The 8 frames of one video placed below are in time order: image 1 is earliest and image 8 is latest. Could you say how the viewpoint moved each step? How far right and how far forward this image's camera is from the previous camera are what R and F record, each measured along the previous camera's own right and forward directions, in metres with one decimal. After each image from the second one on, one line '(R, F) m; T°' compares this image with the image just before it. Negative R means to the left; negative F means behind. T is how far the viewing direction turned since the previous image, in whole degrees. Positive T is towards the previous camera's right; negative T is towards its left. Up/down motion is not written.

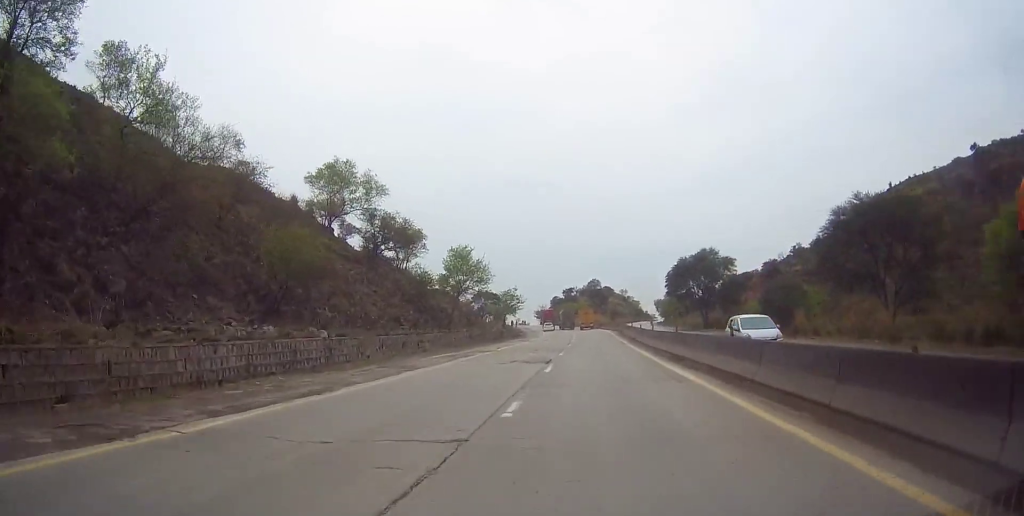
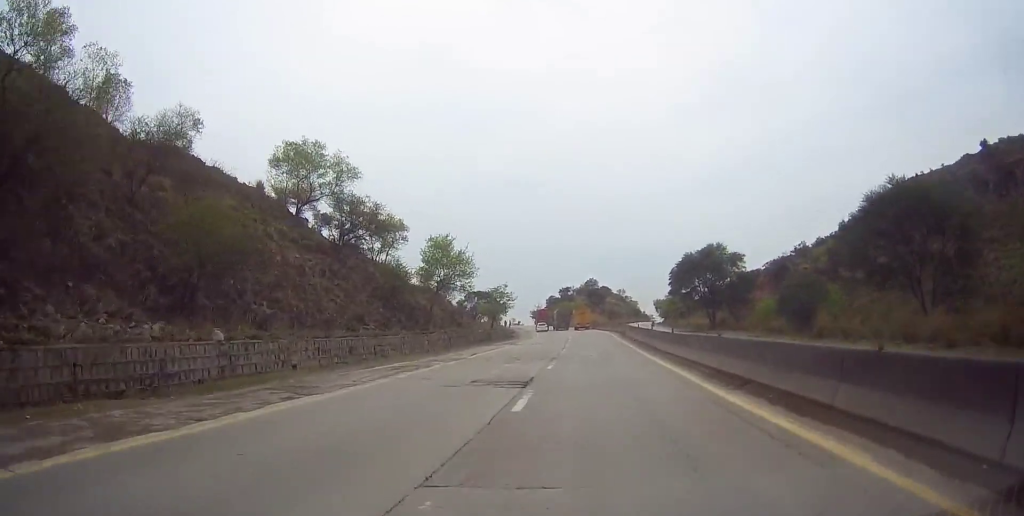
(0.0, +7.9) m; +1°
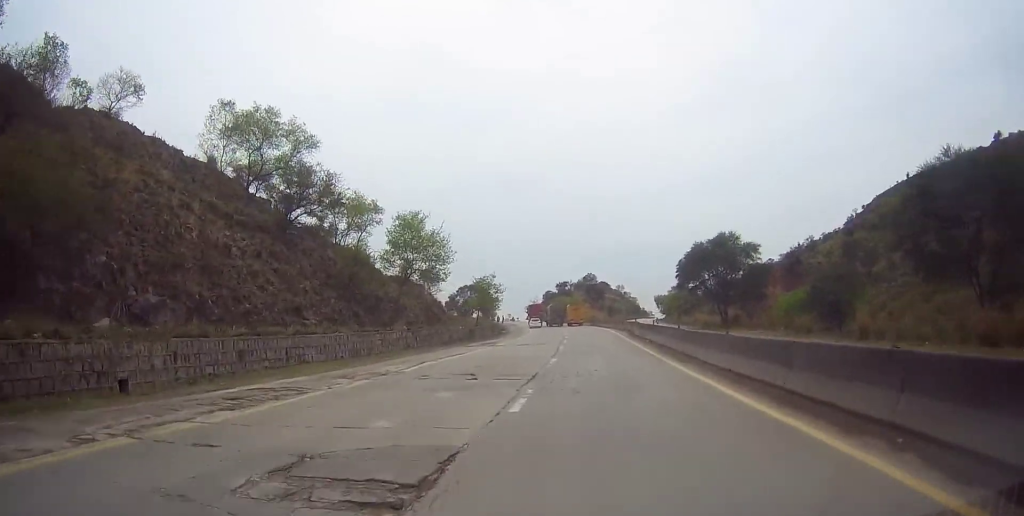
(+0.3, +10.0) m; +1°
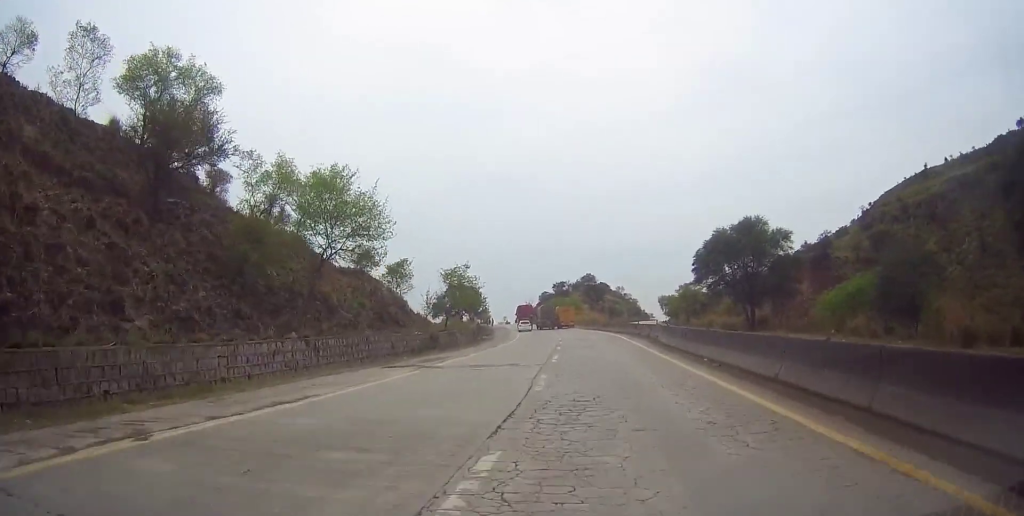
(+0.1, +15.0) m; 0°
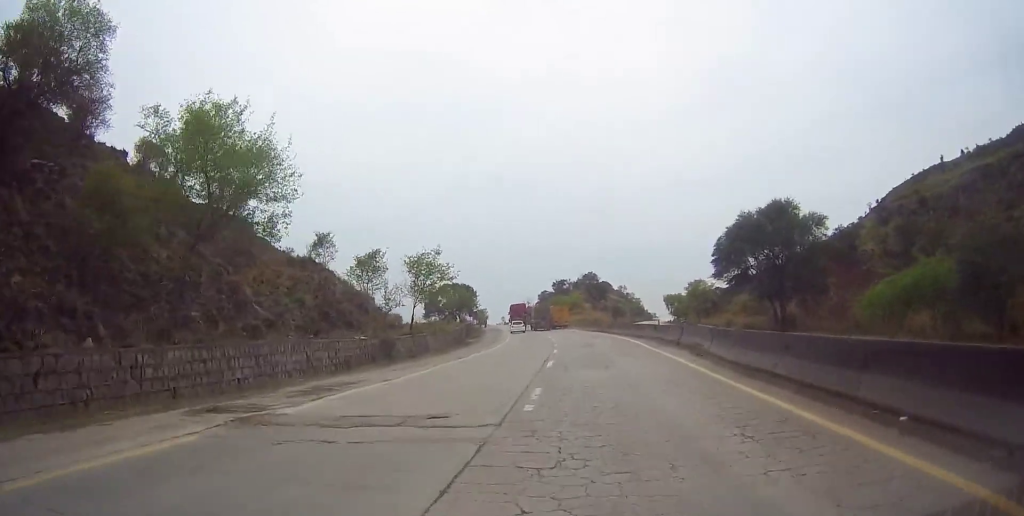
(0.0, +11.5) m; 0°
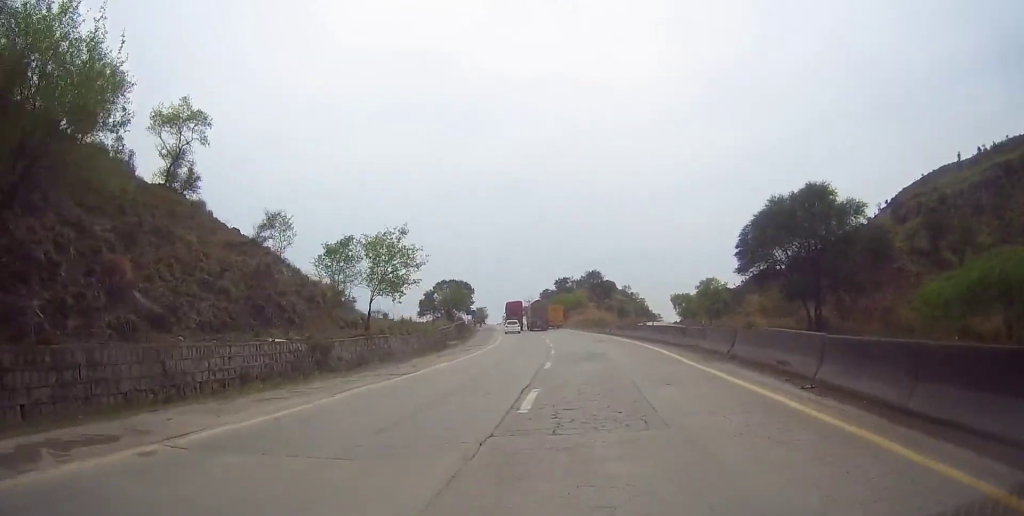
(+0.1, +9.4) m; -1°
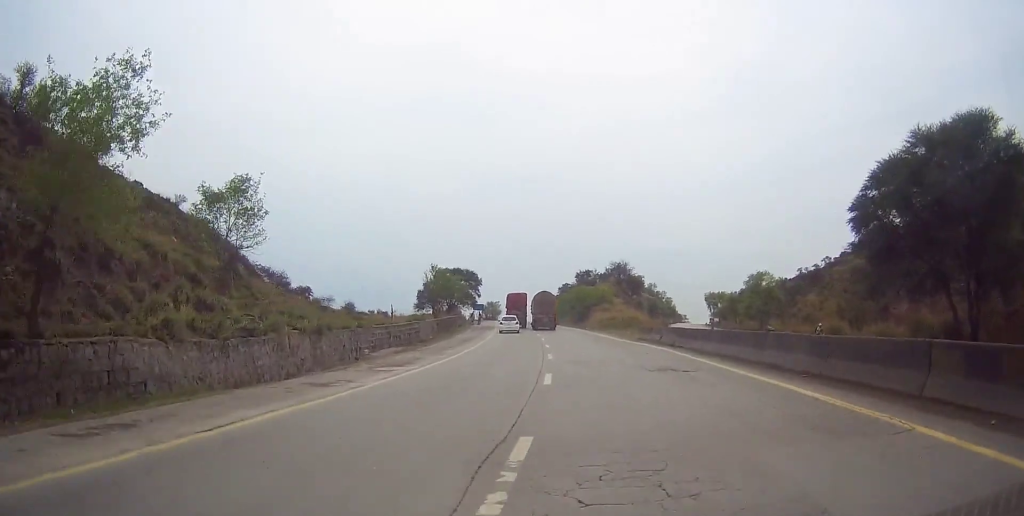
(-0.5, +22.8) m; -3°
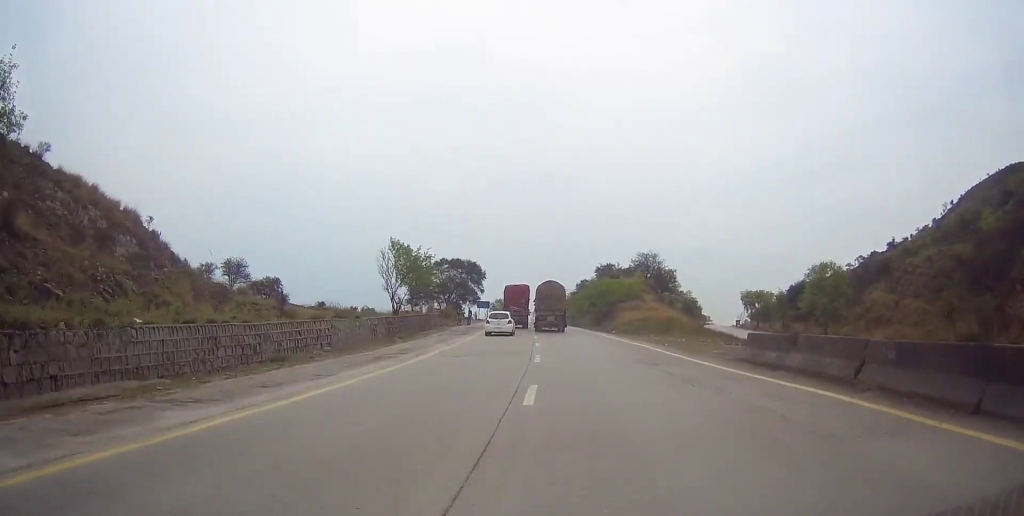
(-0.4, +20.8) m; -1°
